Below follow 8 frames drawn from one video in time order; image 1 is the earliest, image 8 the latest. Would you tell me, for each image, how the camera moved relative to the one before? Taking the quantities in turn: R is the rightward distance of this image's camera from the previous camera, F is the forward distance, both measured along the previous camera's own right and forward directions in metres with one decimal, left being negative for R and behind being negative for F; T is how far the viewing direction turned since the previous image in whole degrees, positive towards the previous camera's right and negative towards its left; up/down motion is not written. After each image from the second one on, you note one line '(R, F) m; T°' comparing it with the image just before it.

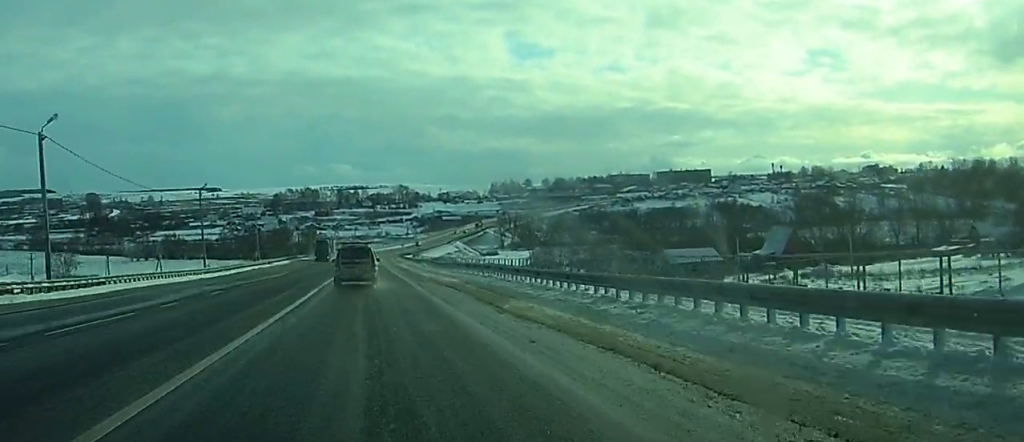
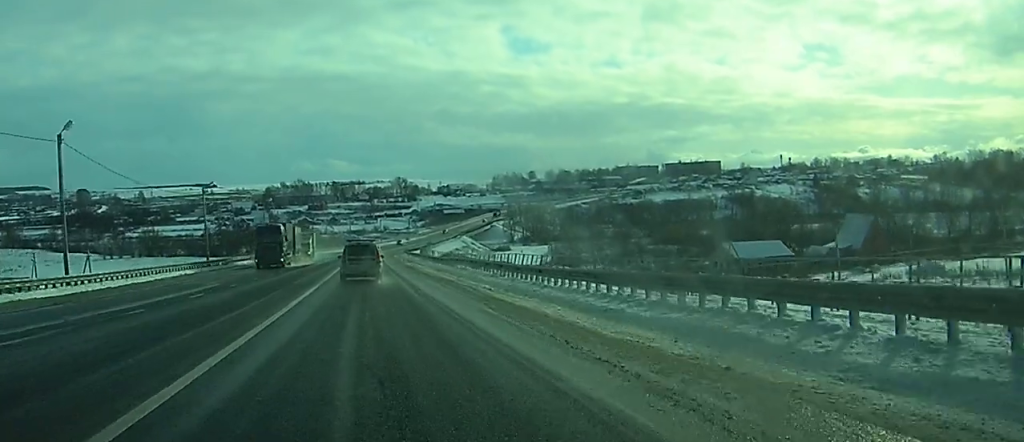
(-0.1, +35.4) m; 0°
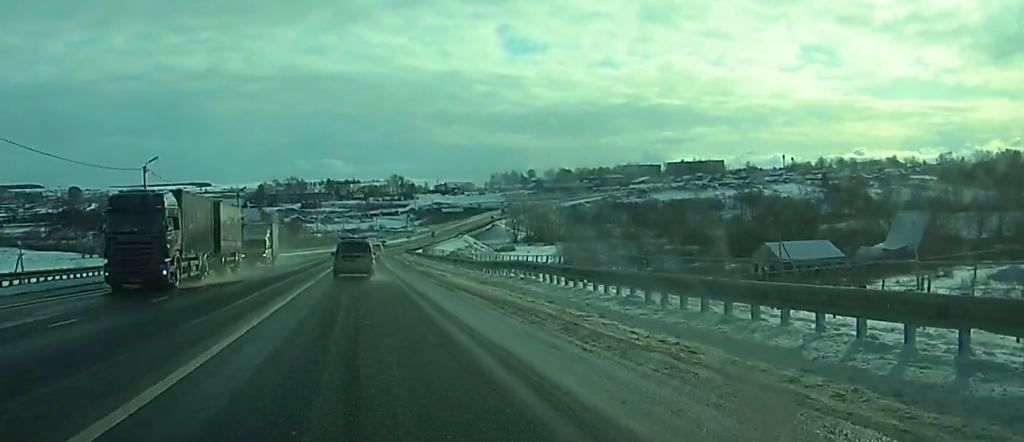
(0.0, +20.1) m; 0°
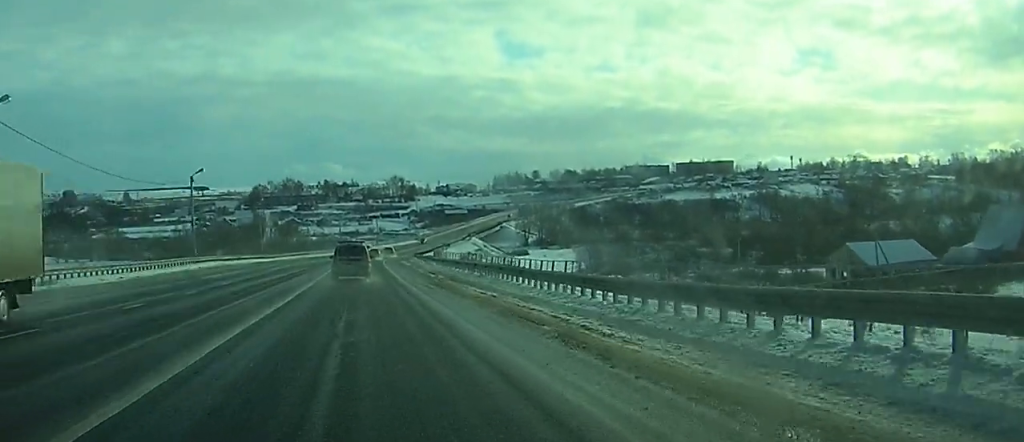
(0.0, +25.9) m; 0°
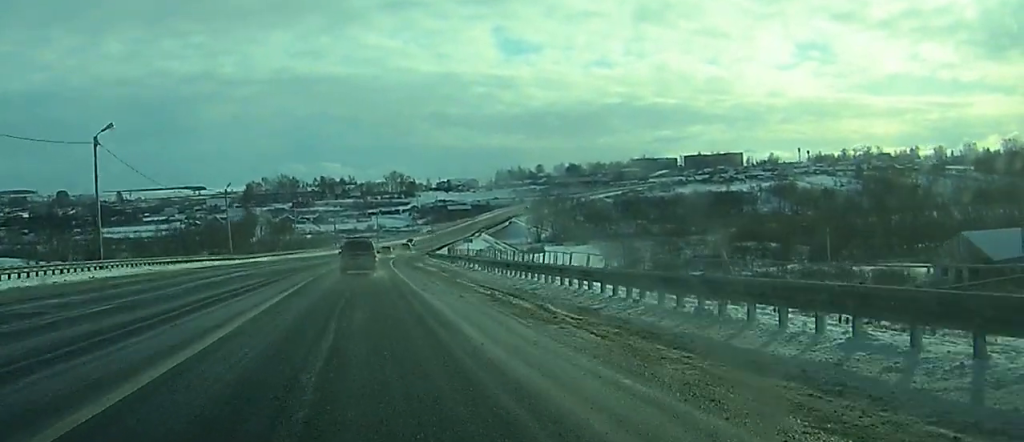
(-0.1, +26.0) m; 0°
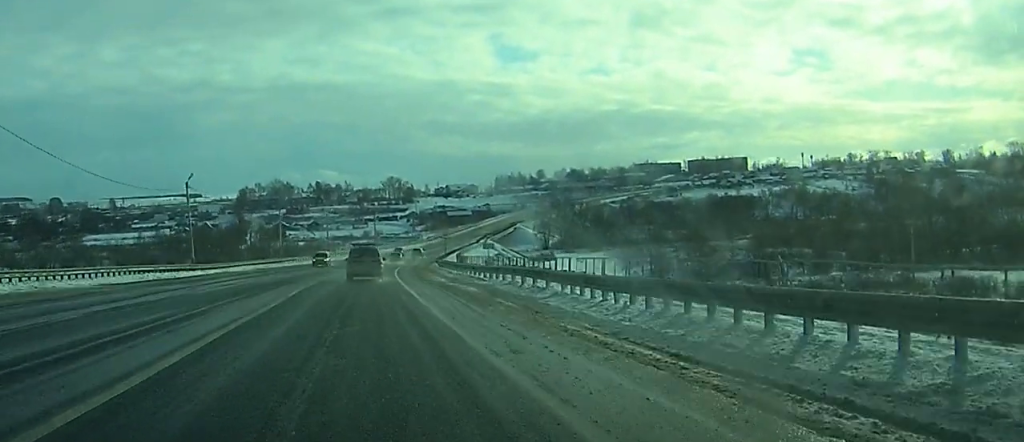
(0.0, +17.6) m; 0°
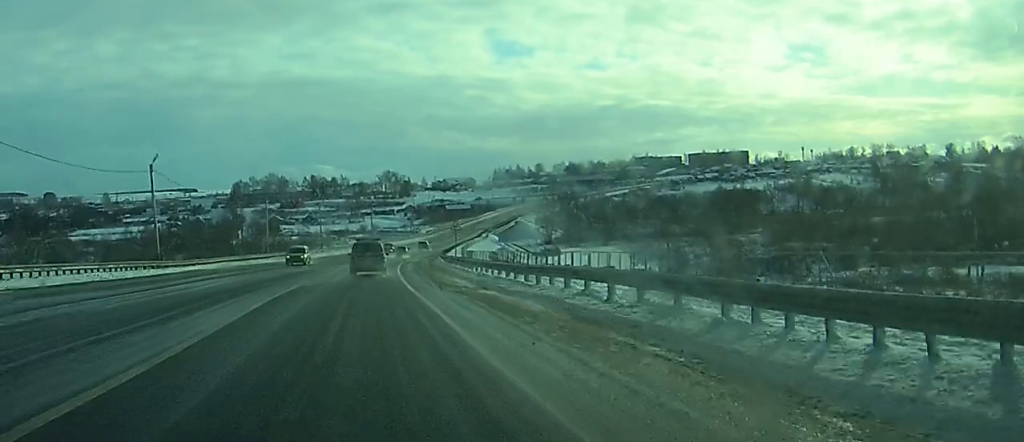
(0.0, +10.6) m; 0°
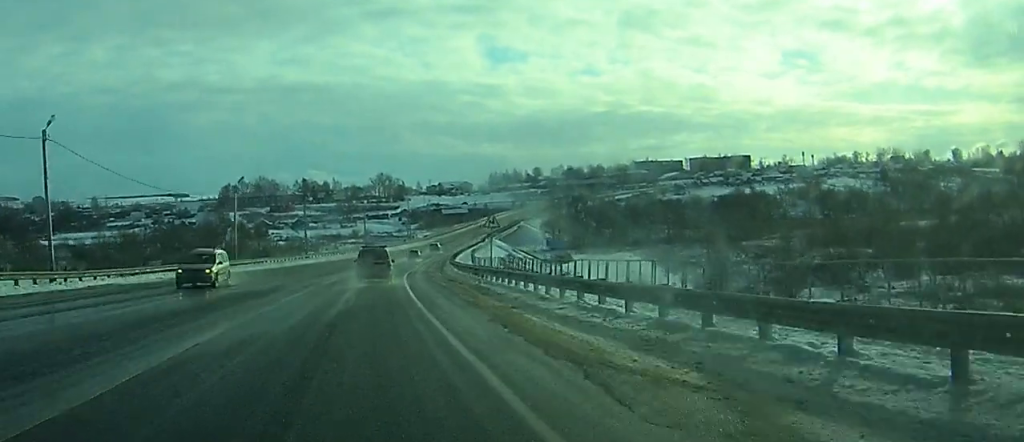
(0.0, +19.1) m; 0°
